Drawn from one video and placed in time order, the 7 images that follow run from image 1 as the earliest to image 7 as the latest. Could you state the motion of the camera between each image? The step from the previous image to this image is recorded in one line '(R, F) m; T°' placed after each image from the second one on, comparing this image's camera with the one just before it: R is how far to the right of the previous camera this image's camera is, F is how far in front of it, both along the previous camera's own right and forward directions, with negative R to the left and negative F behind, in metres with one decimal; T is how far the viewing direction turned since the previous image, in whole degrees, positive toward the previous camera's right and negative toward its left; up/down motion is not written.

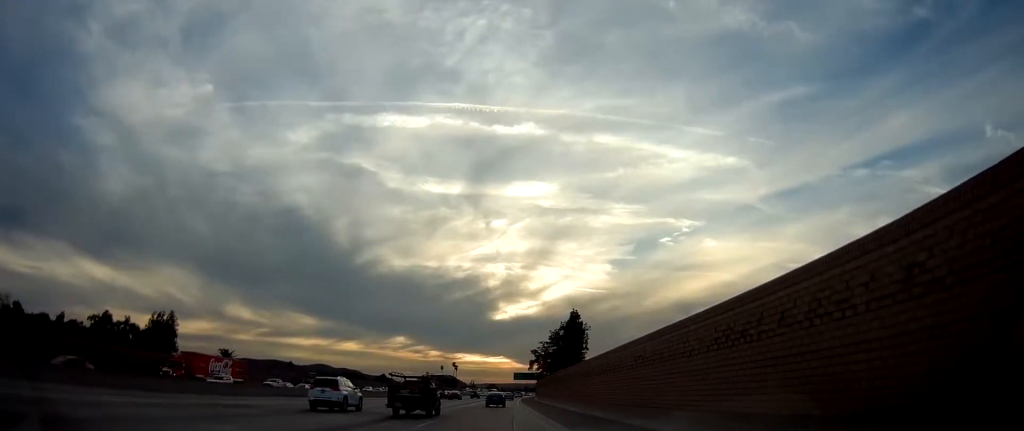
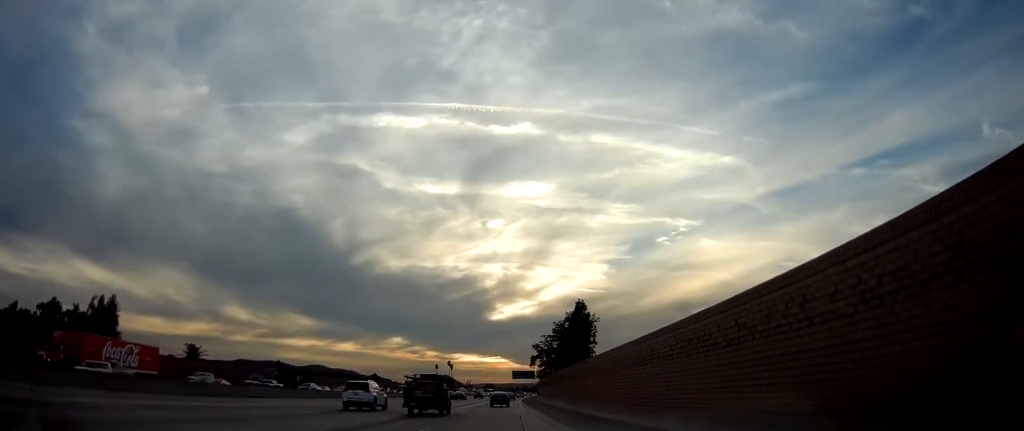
(0.0, +15.2) m; +1°
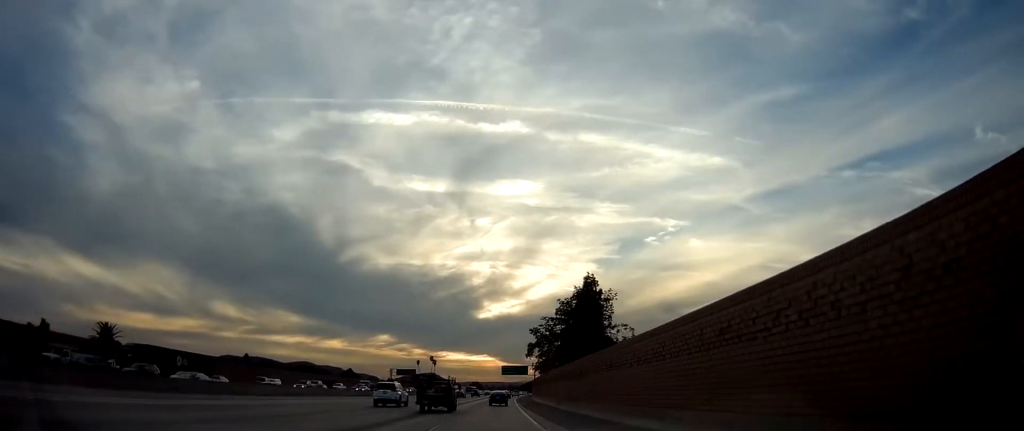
(+0.6, +28.6) m; +1°
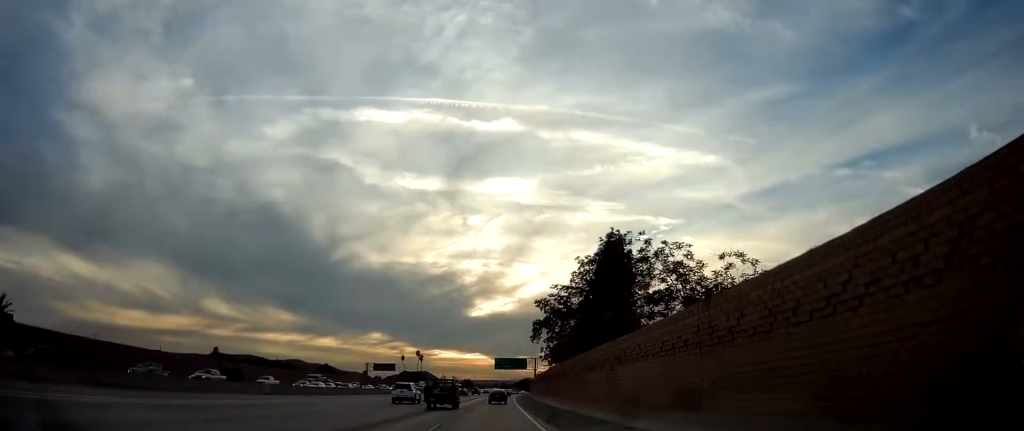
(0.0, +28.3) m; +1°
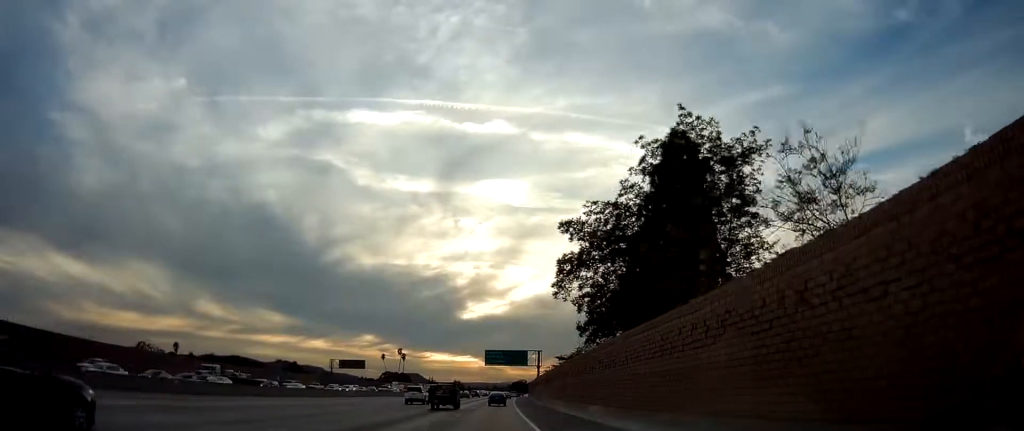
(+0.4, +32.4) m; +1°
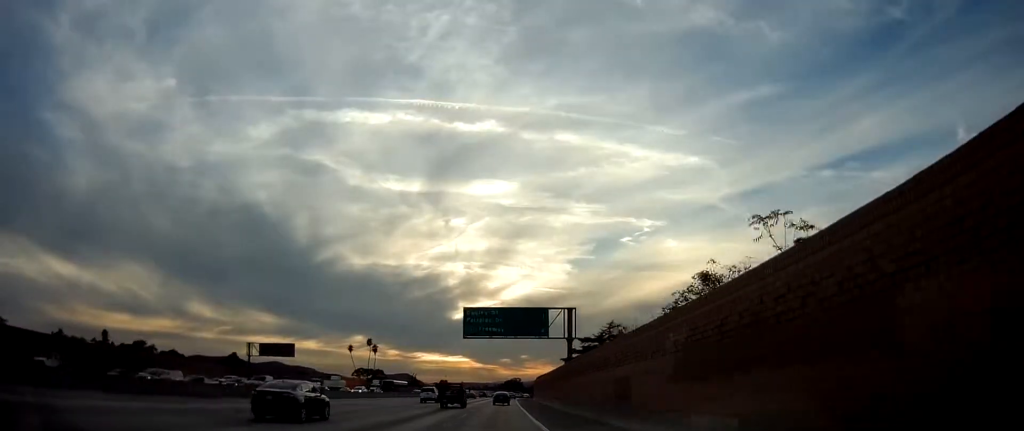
(-0.1, +49.3) m; +1°
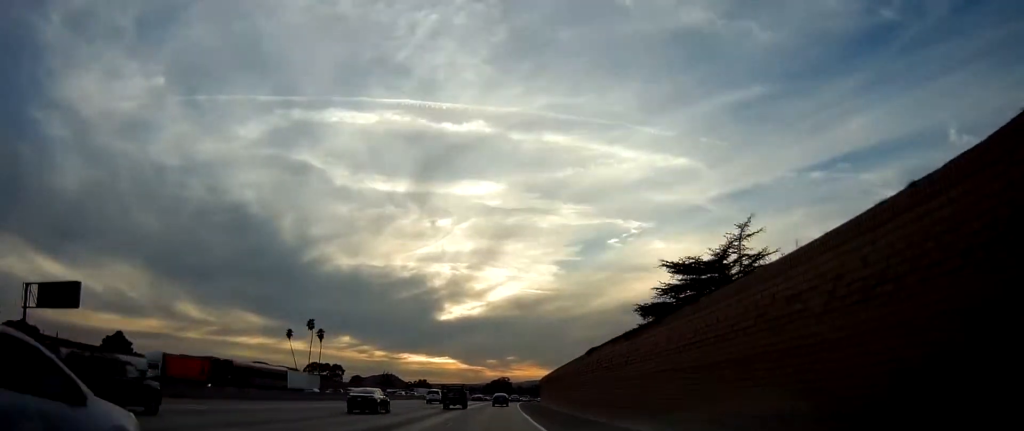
(+0.8, +56.6) m; +1°
